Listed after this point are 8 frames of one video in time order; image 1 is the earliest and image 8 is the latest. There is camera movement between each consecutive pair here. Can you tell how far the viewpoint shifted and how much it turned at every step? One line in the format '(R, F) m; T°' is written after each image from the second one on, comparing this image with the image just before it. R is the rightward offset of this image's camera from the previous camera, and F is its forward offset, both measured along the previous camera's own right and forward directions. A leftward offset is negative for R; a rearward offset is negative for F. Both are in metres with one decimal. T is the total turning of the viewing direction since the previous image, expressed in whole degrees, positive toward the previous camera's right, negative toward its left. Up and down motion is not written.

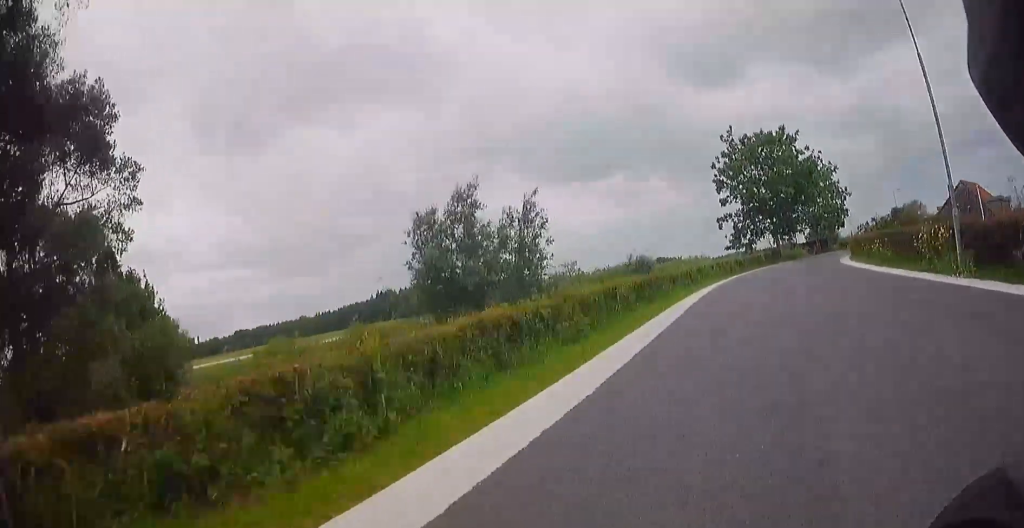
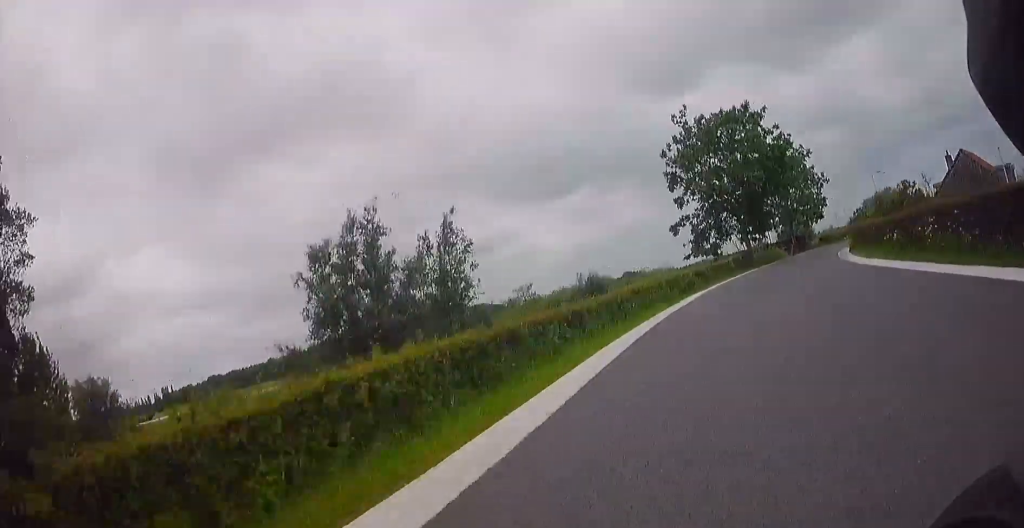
(-0.1, +6.5) m; +2°
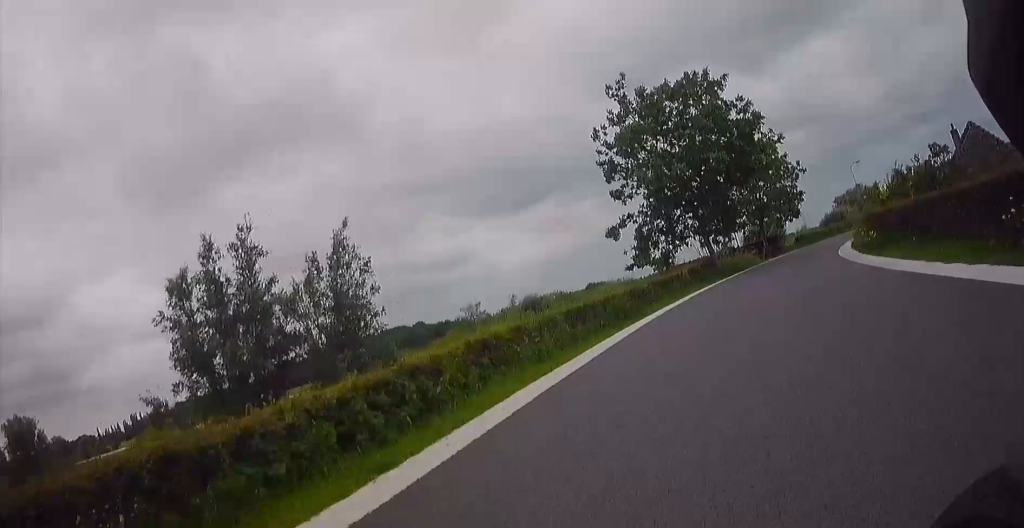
(+0.5, +7.6) m; +6°
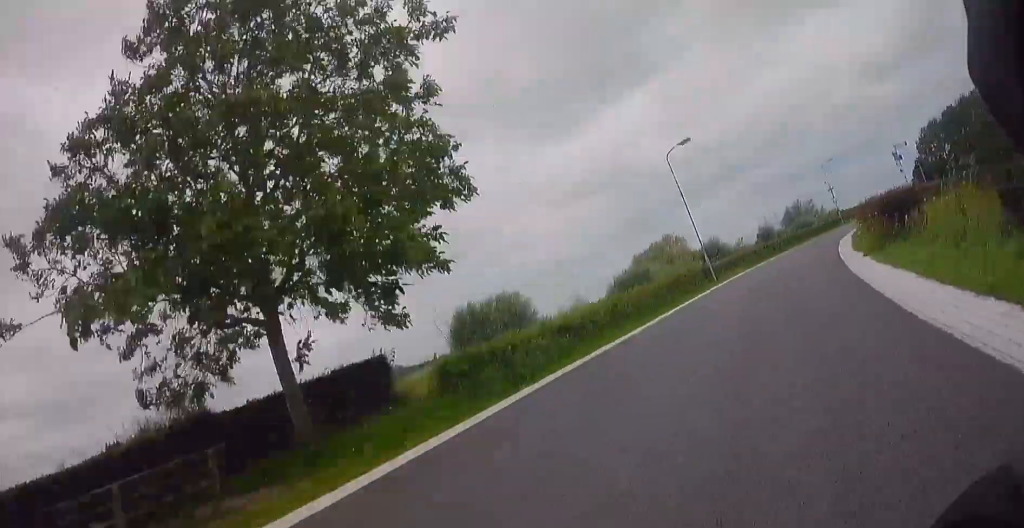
(+5.5, +29.9) m; +19°
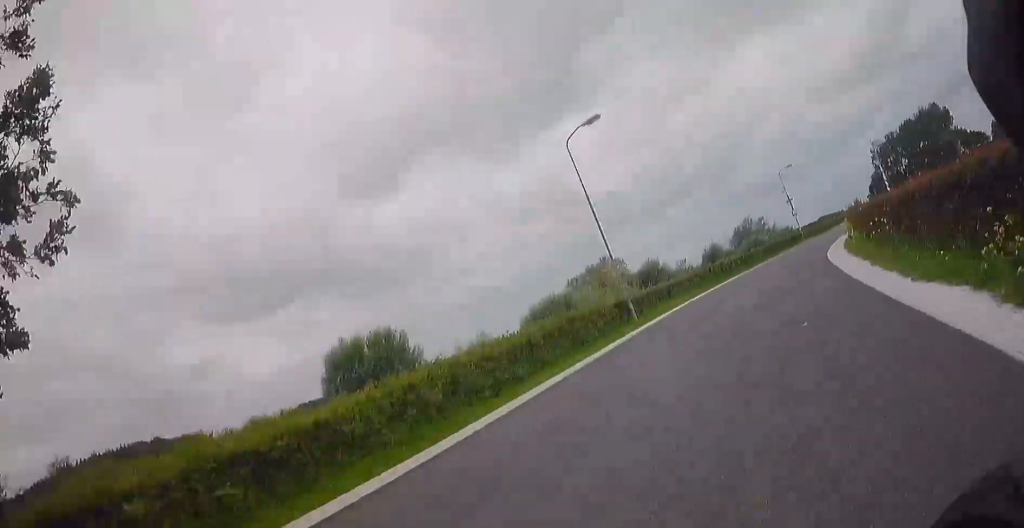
(+0.2, +7.7) m; +4°
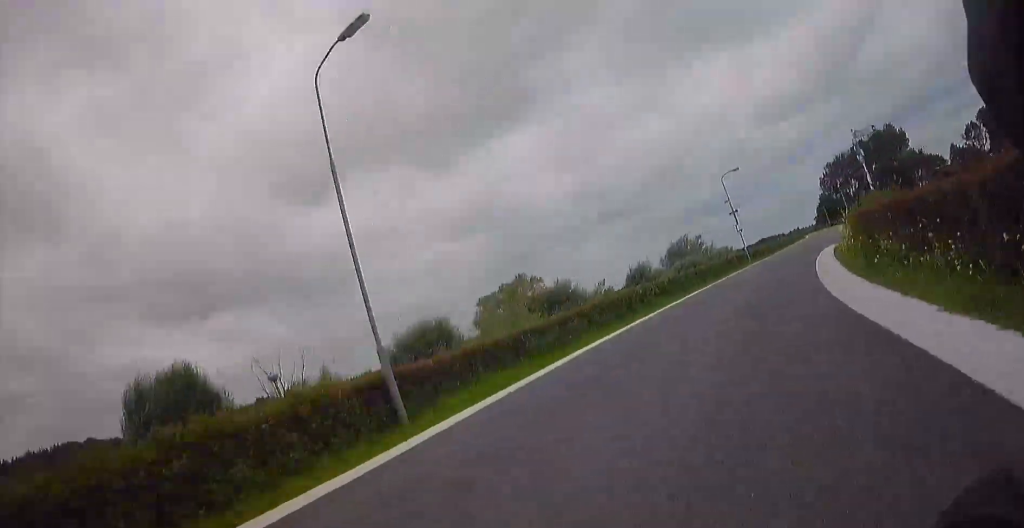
(+0.4, +9.0) m; +5°
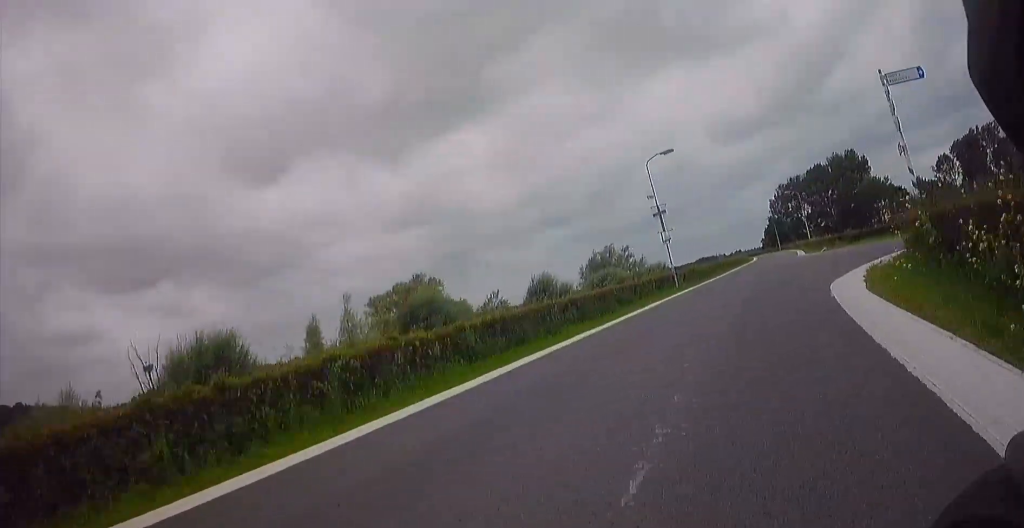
(+0.8, +11.6) m; +9°
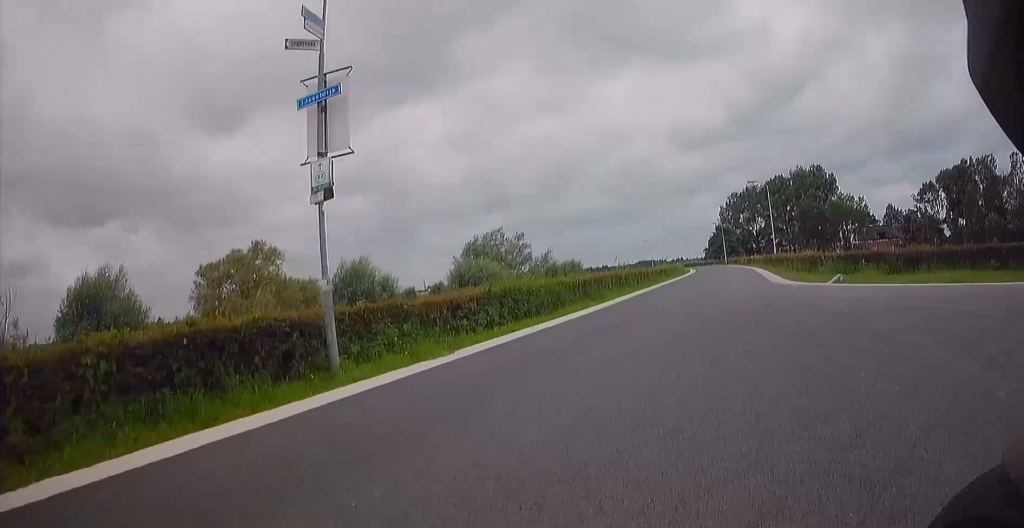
(+2.7, +19.5) m; +10°
